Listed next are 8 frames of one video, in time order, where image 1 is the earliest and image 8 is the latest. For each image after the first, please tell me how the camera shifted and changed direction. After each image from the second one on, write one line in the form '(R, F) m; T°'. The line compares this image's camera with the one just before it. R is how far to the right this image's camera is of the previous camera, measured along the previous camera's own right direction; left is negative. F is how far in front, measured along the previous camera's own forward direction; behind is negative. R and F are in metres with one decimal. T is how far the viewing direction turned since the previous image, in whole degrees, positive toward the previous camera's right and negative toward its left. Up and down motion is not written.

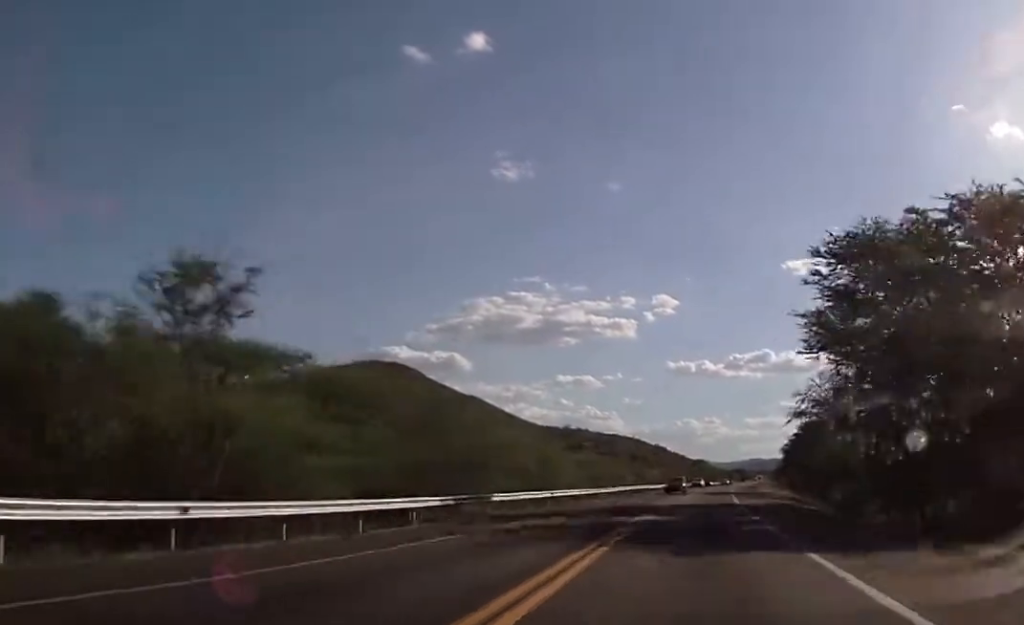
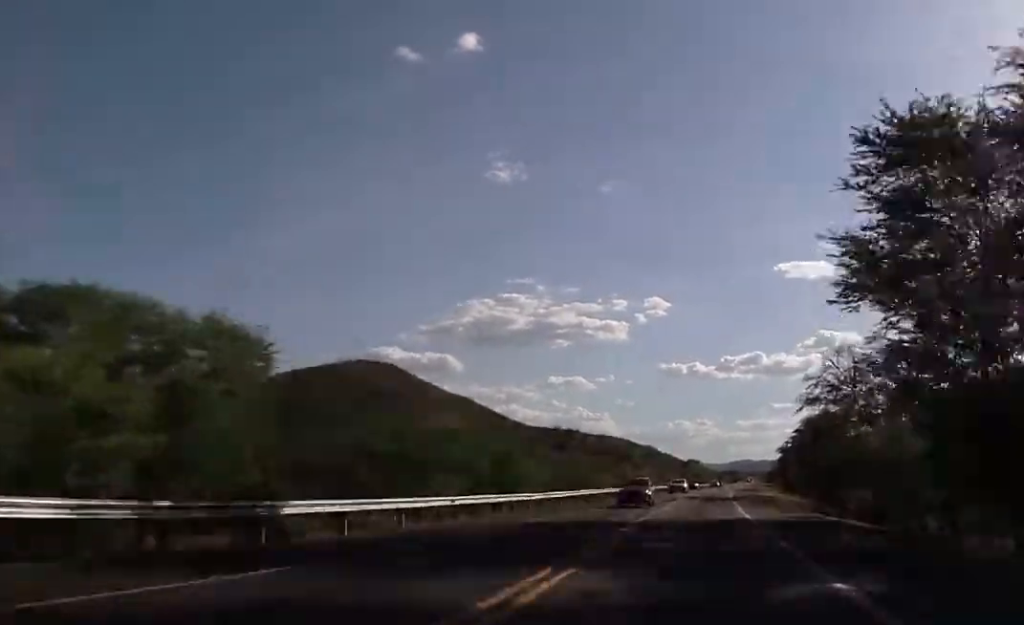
(+0.1, +16.6) m; +1°
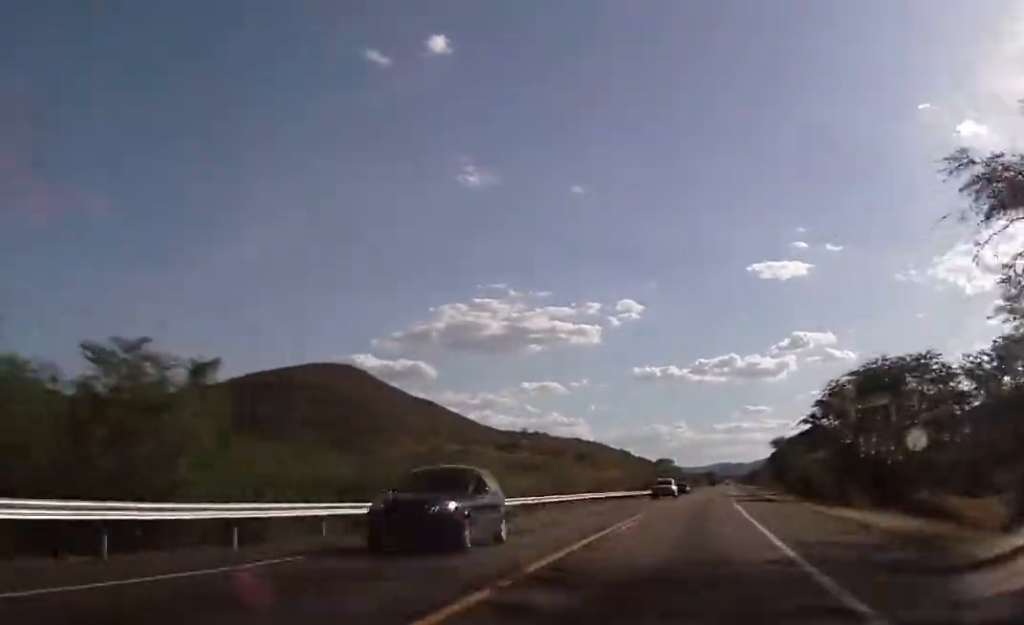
(+0.9, +51.6) m; +2°
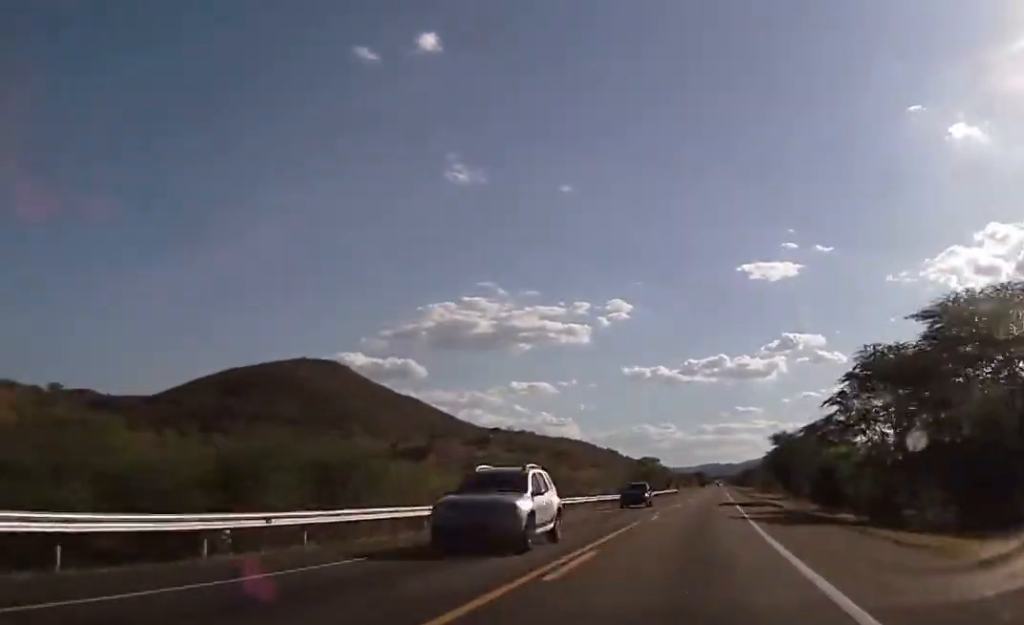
(+0.1, +25.2) m; +1°
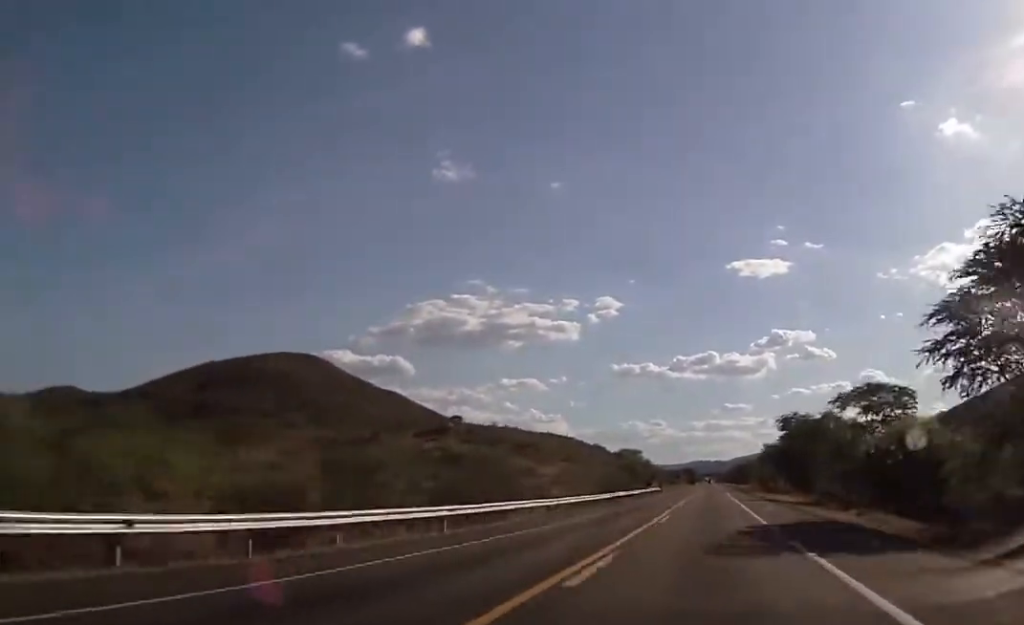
(+0.5, +35.1) m; +1°
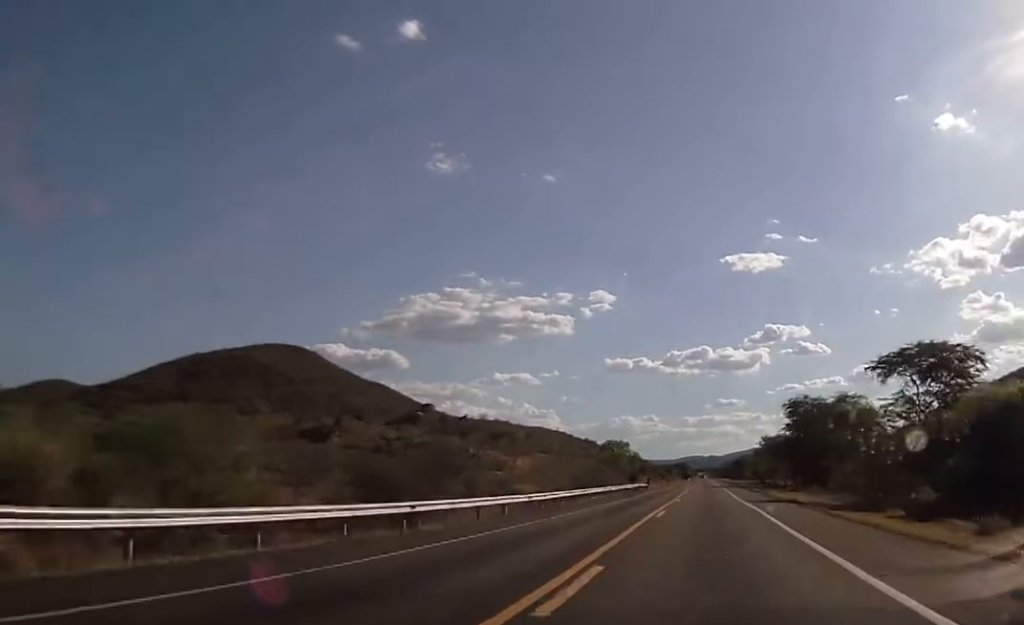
(+0.2, +19.7) m; 0°
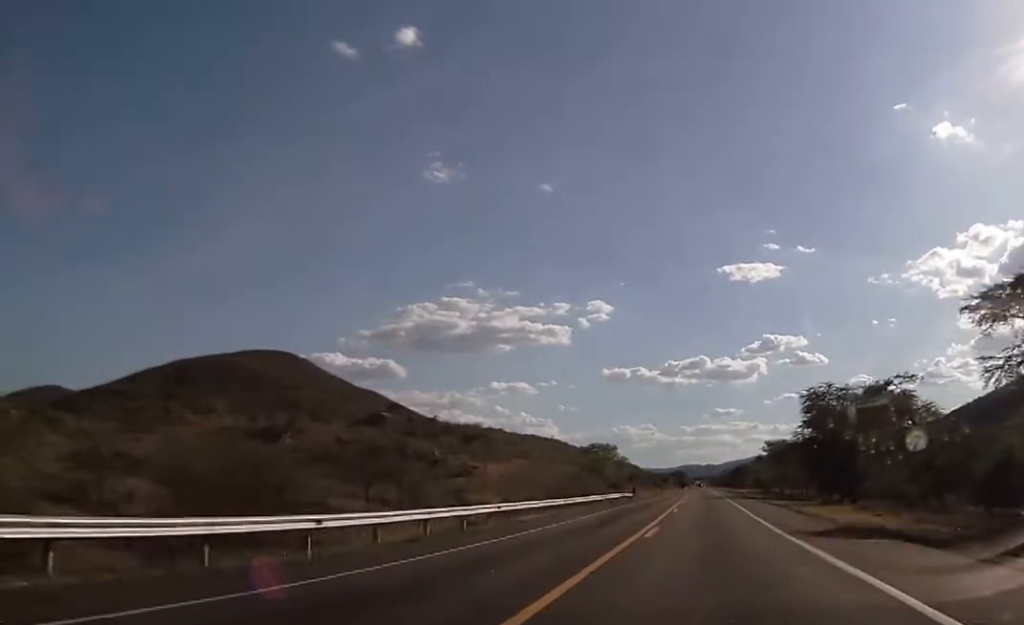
(0.0, +22.0) m; 0°
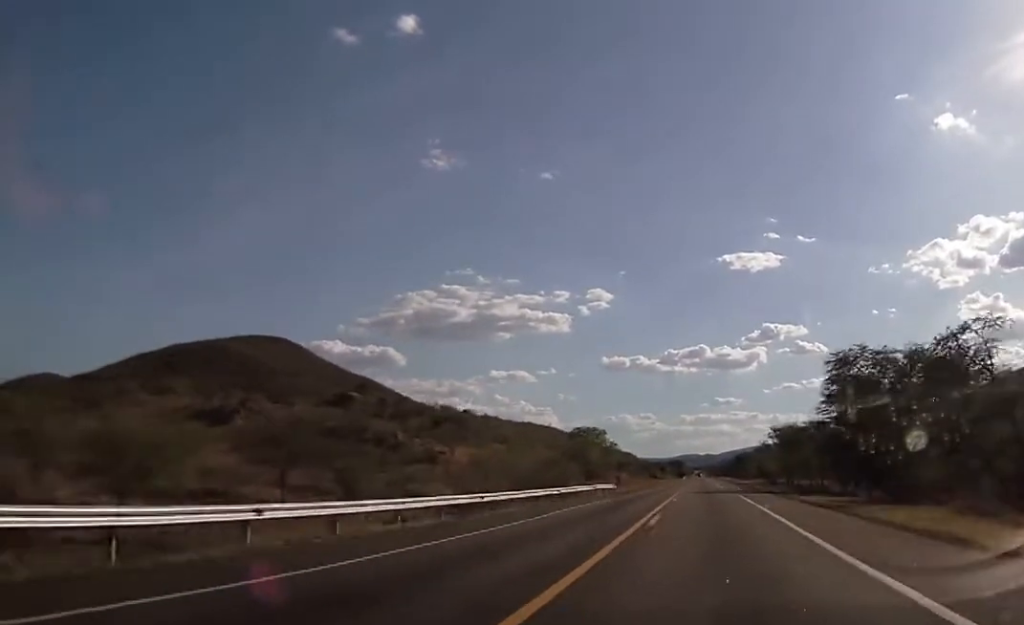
(-0.1, +18.7) m; 0°
